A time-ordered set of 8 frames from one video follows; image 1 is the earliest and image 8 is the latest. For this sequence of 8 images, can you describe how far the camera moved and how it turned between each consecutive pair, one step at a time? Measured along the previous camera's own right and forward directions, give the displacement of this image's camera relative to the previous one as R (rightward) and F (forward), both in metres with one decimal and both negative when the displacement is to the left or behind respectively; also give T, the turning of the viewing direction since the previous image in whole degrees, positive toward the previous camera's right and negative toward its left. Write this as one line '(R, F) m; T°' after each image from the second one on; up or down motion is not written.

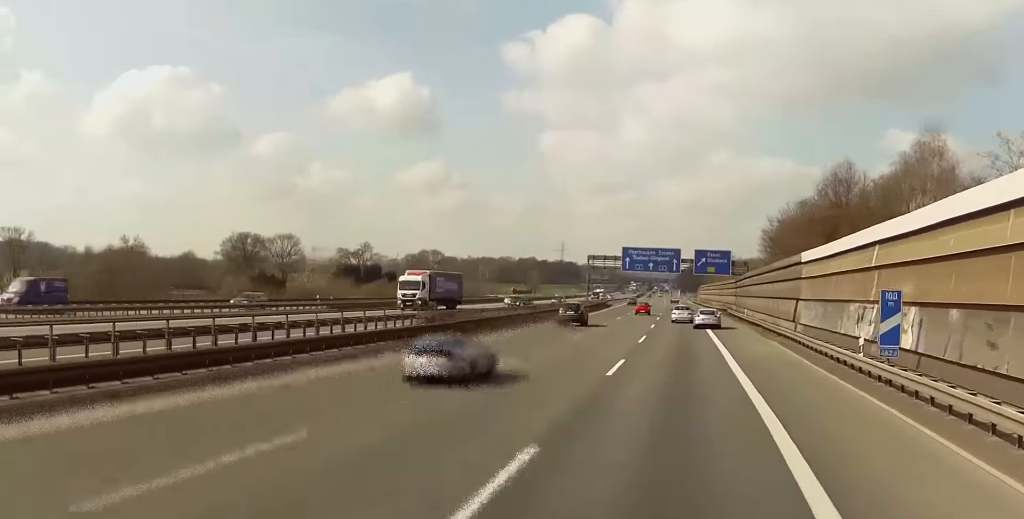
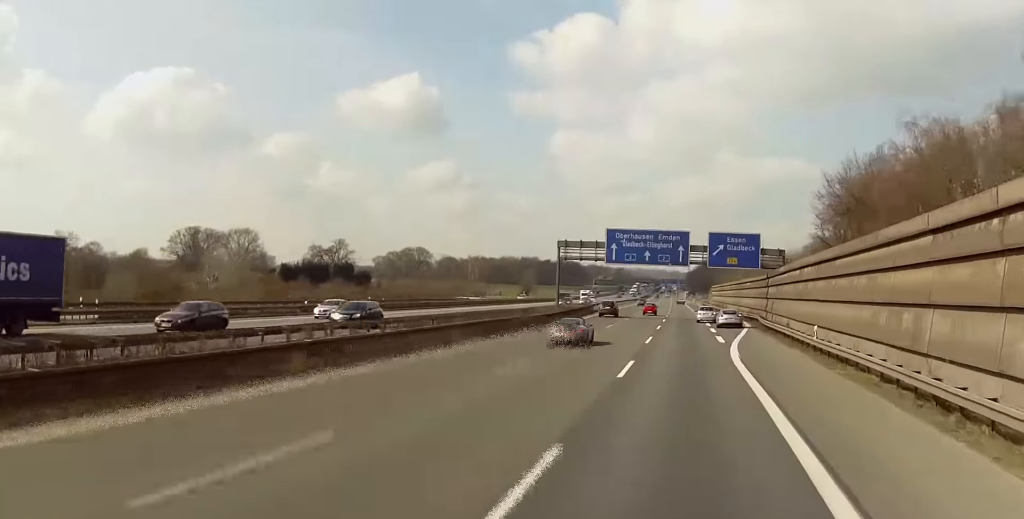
(-0.5, +35.5) m; -1°
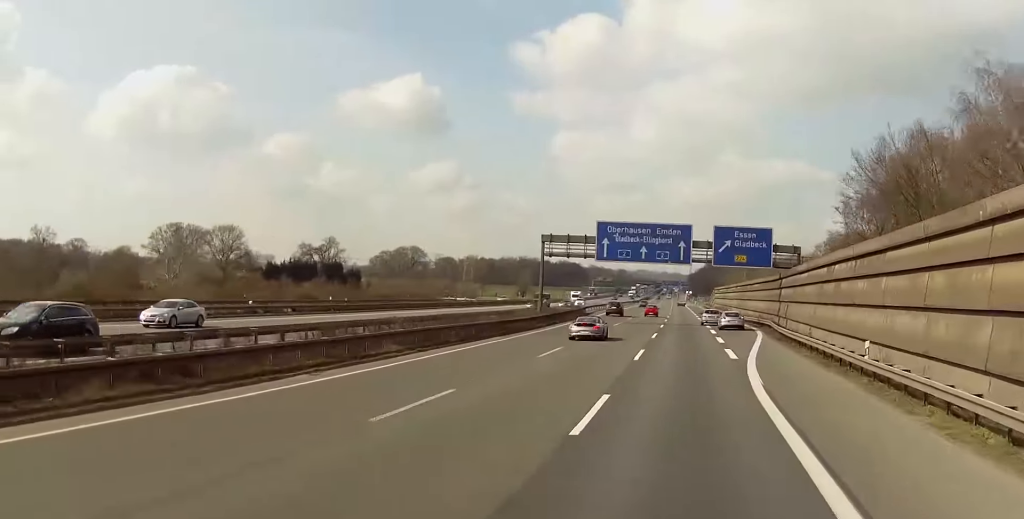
(-0.1, +10.6) m; 0°
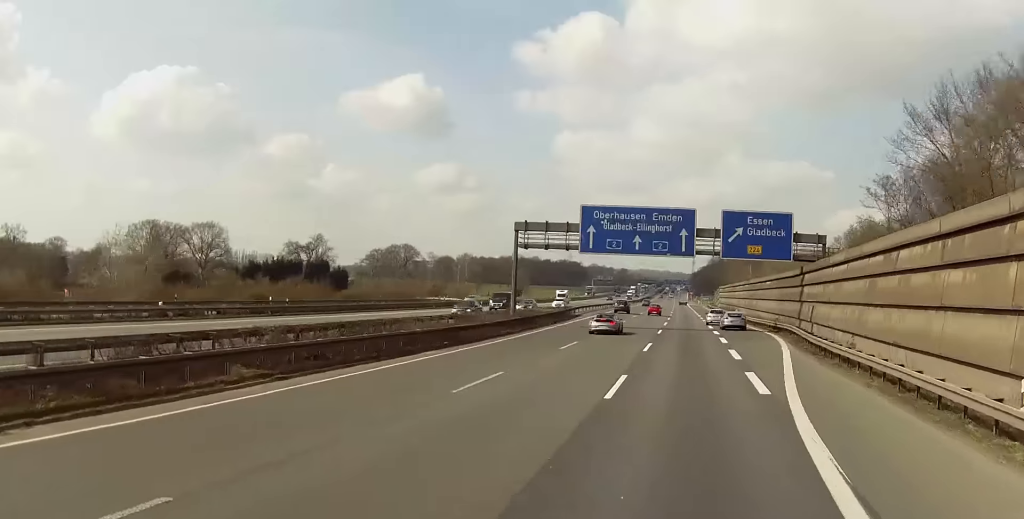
(+0.3, +12.9) m; 0°
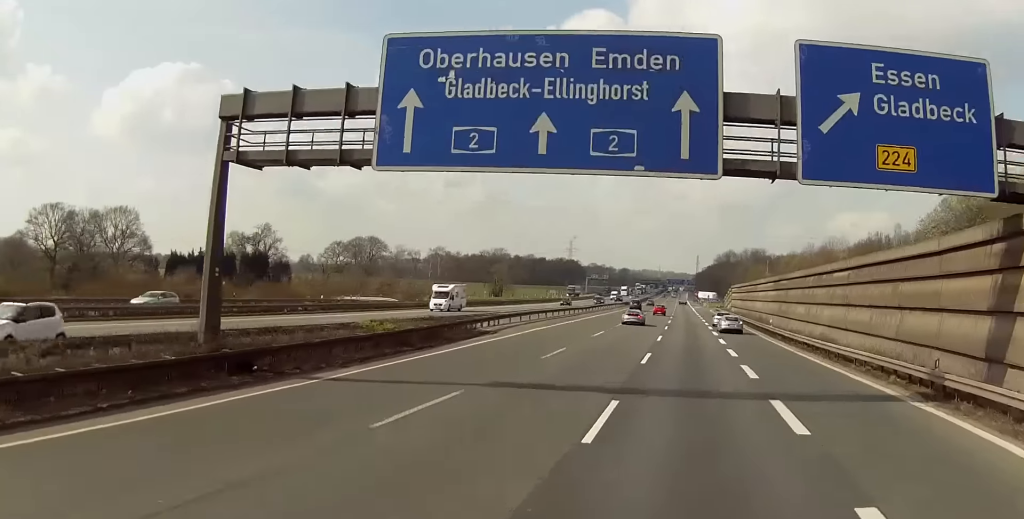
(-0.1, +41.8) m; 0°
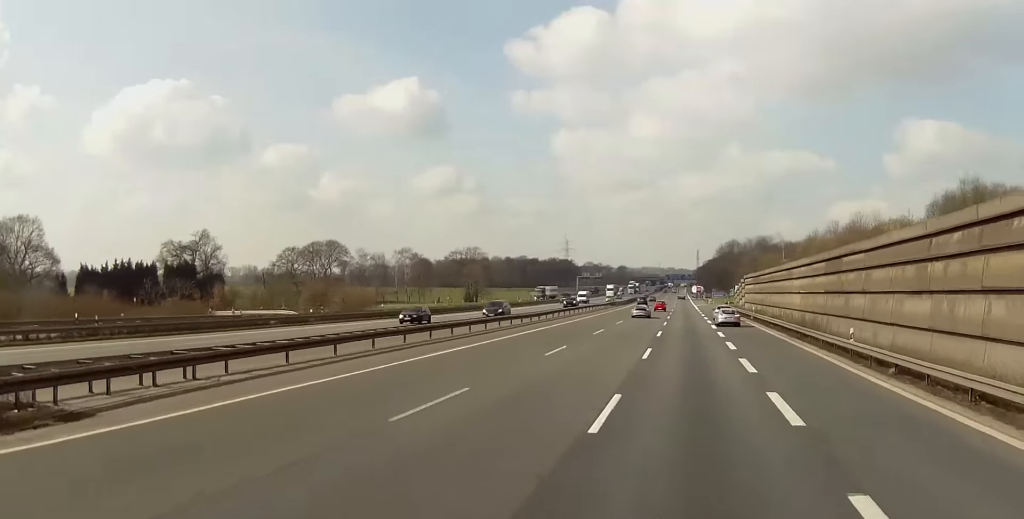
(-0.3, +35.1) m; -1°
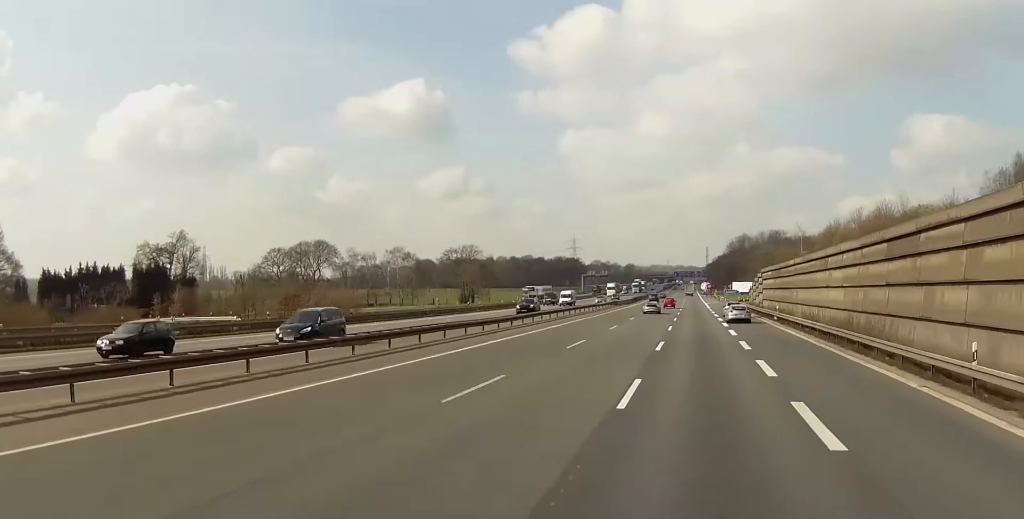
(0.0, +15.3) m; 0°
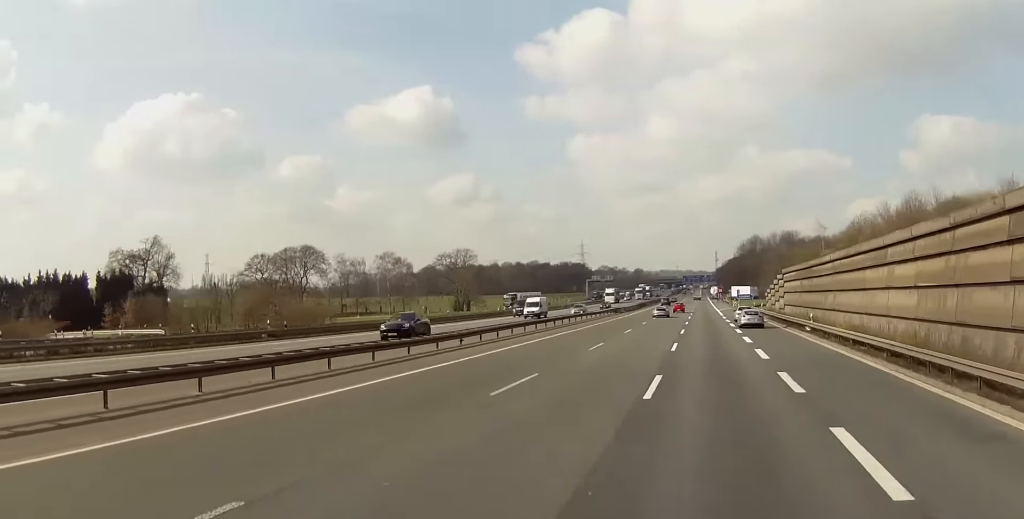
(0.0, +15.3) m; 0°
